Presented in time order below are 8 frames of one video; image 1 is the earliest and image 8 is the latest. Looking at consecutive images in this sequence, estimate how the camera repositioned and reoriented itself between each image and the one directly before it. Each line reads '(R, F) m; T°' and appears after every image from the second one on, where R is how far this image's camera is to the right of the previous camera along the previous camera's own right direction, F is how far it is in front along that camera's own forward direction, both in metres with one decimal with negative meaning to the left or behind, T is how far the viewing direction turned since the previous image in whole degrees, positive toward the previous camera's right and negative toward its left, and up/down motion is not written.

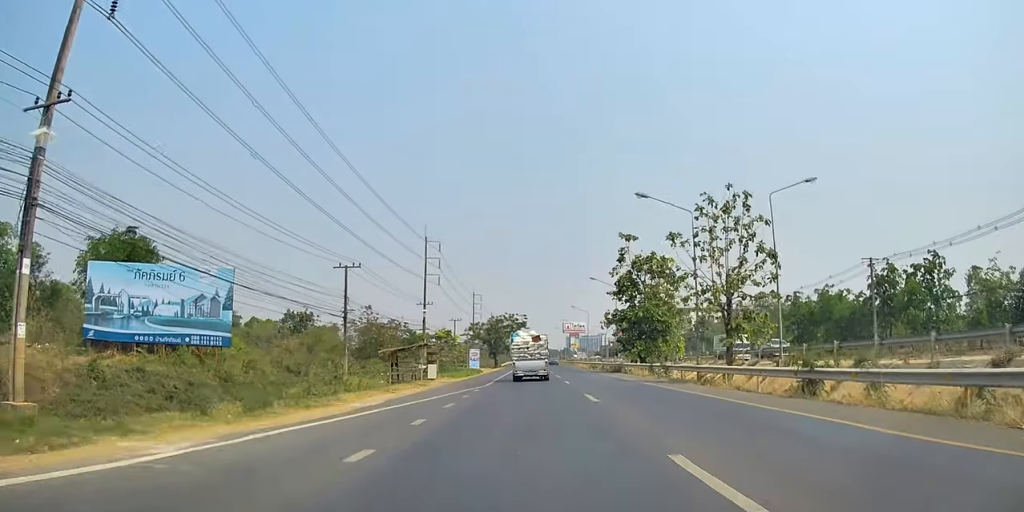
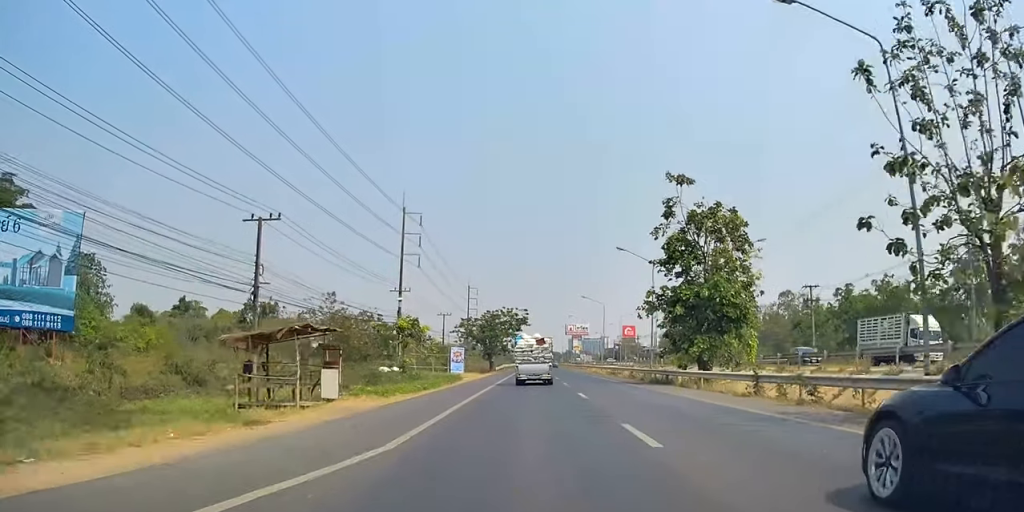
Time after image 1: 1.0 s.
(0.0, +19.3) m; -1°
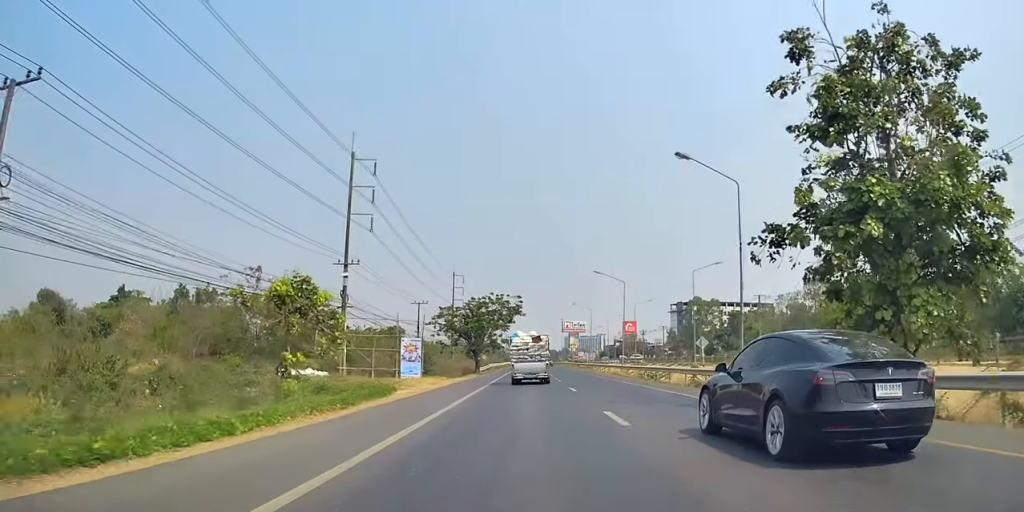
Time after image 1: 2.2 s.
(-0.5, +22.1) m; -2°
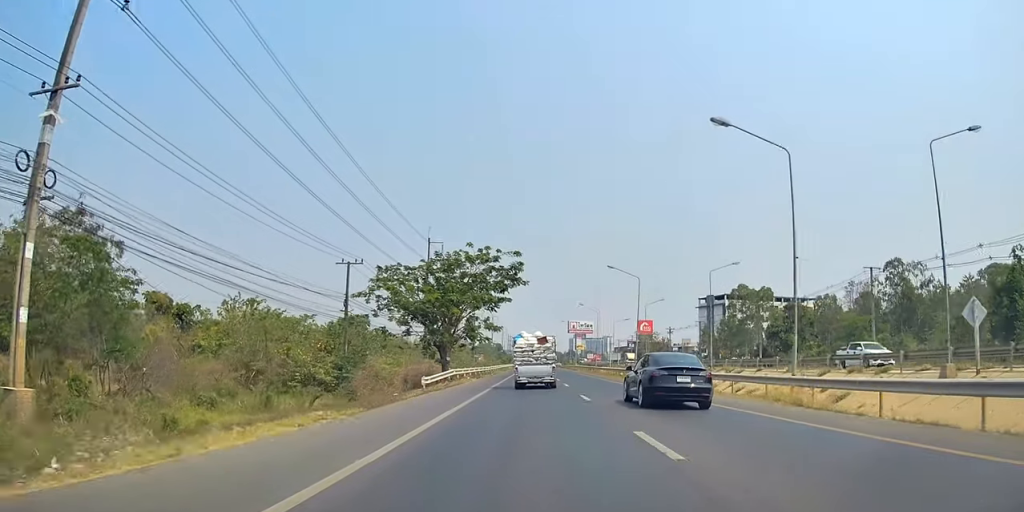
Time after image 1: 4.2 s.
(+0.8, +39.6) m; +3°
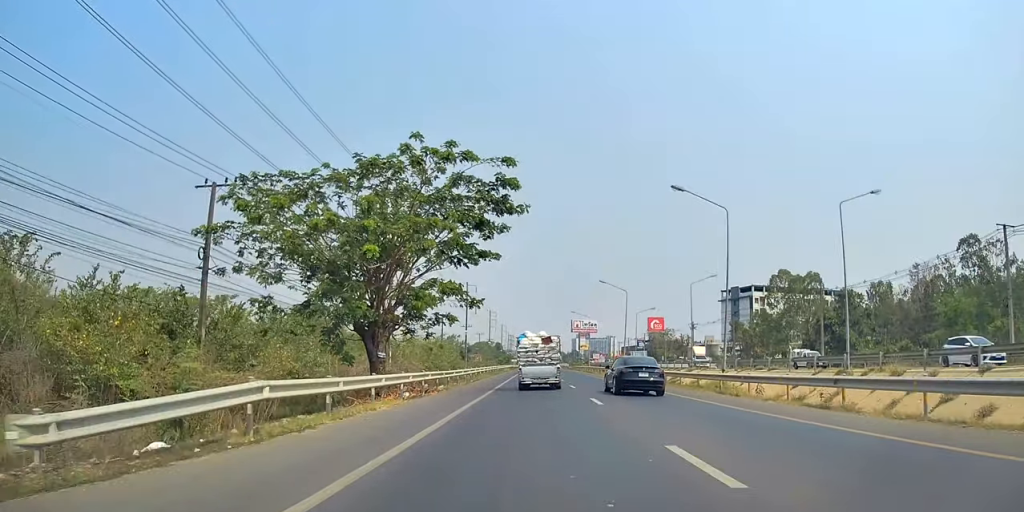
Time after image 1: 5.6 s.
(0.0, +26.6) m; 0°
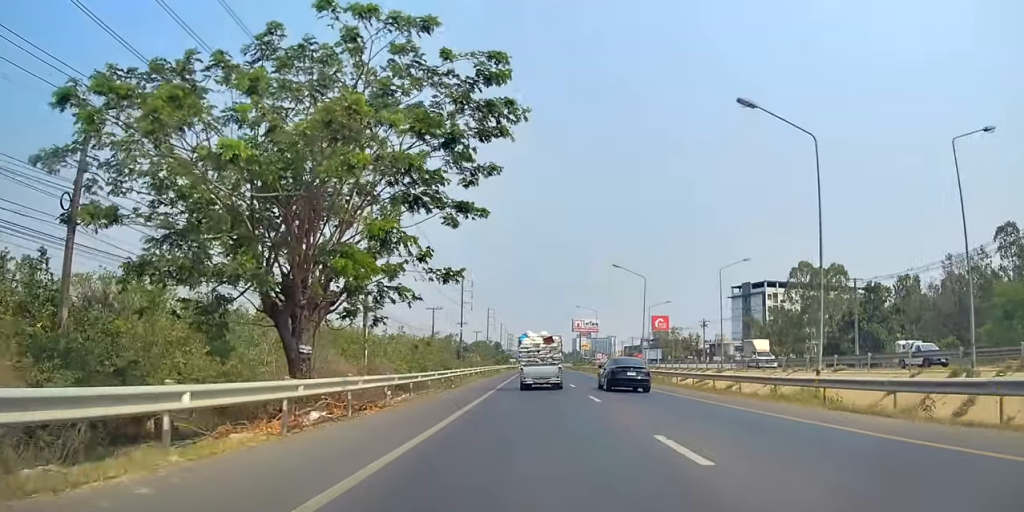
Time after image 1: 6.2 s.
(0.0, +11.2) m; 0°
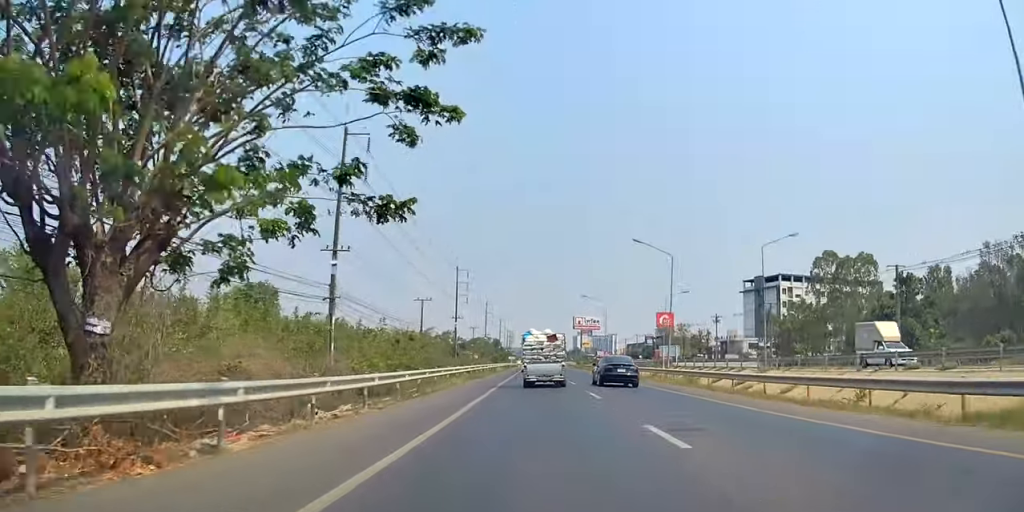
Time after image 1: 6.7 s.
(0.0, +9.9) m; 0°
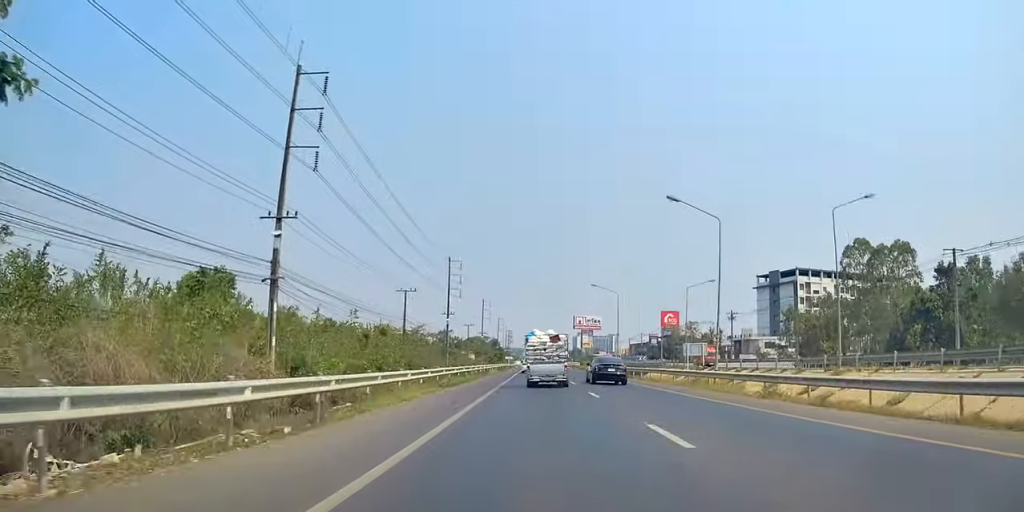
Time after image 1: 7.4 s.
(0.0, +12.3) m; 0°
